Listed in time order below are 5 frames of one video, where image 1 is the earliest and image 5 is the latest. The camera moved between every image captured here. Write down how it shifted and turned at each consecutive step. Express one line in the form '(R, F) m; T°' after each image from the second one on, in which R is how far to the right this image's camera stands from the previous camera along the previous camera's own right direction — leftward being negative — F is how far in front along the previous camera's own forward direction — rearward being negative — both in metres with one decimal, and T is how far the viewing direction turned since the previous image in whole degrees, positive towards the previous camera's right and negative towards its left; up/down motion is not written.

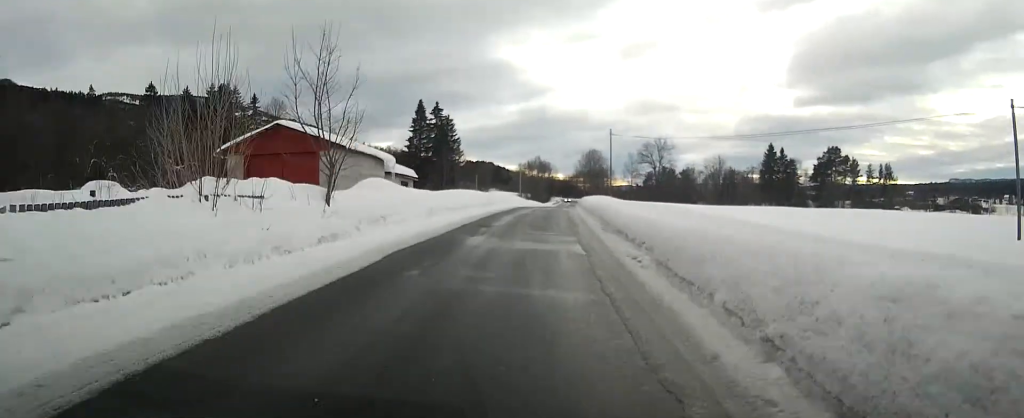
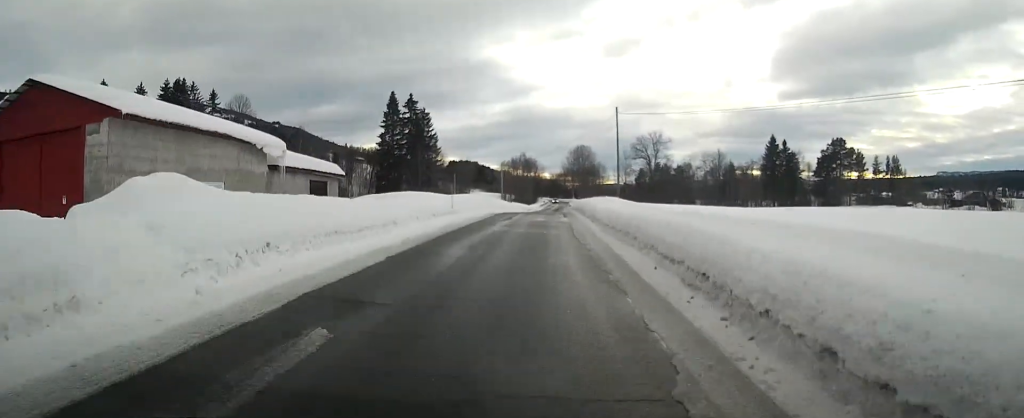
(+0.2, +14.7) m; +1°
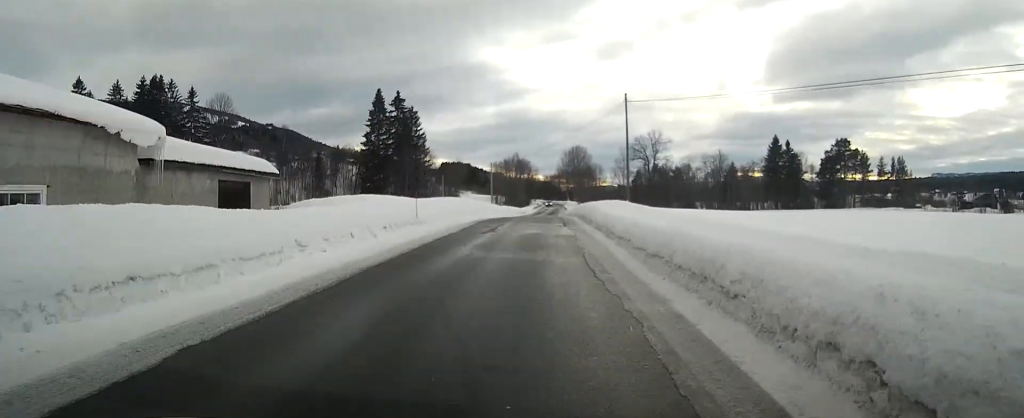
(0.0, +7.6) m; +1°
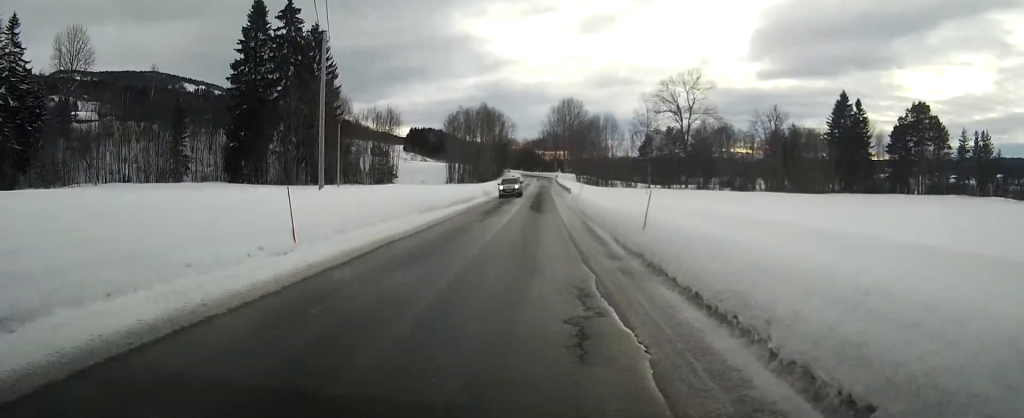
(+2.0, +56.0) m; +3°
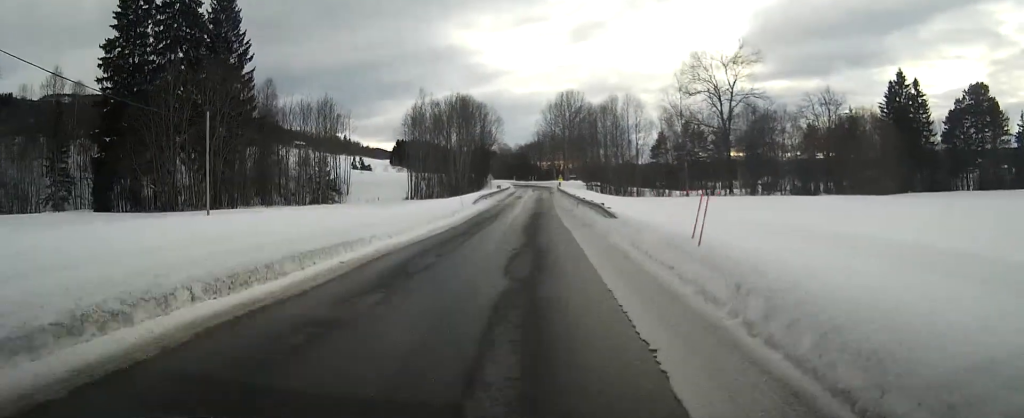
(+0.1, +27.6) m; +1°
